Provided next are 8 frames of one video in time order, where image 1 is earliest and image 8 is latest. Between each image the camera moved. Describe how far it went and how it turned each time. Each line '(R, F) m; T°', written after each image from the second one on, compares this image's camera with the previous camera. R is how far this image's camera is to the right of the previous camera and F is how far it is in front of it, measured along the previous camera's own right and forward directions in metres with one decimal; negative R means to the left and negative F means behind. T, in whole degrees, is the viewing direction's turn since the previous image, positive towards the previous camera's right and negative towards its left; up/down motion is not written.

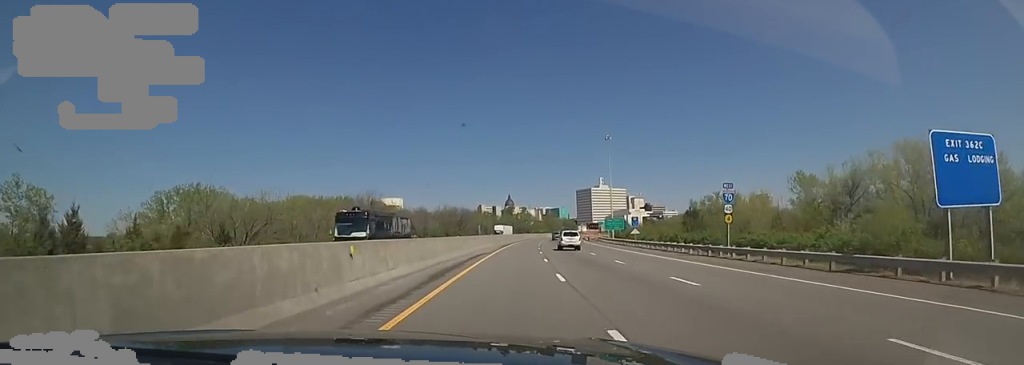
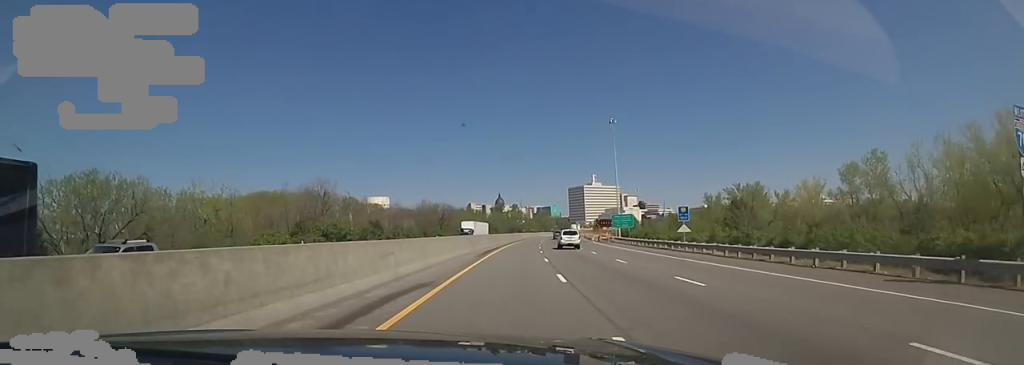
(+1.0, +20.0) m; +2°
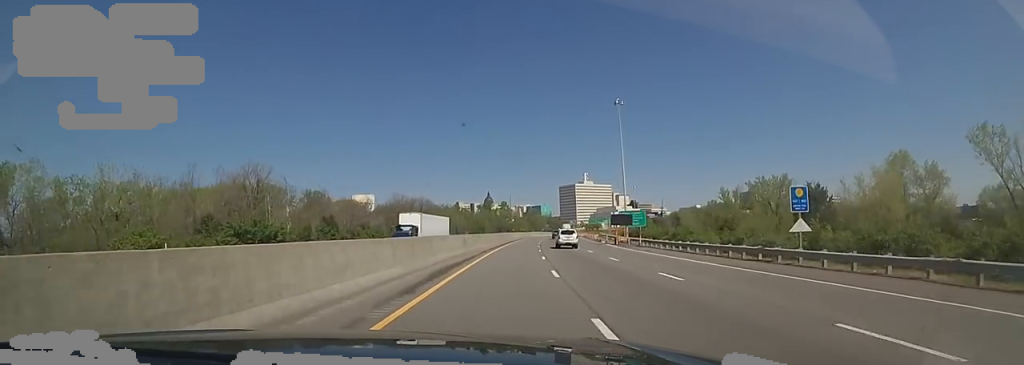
(+0.5, +17.9) m; +2°
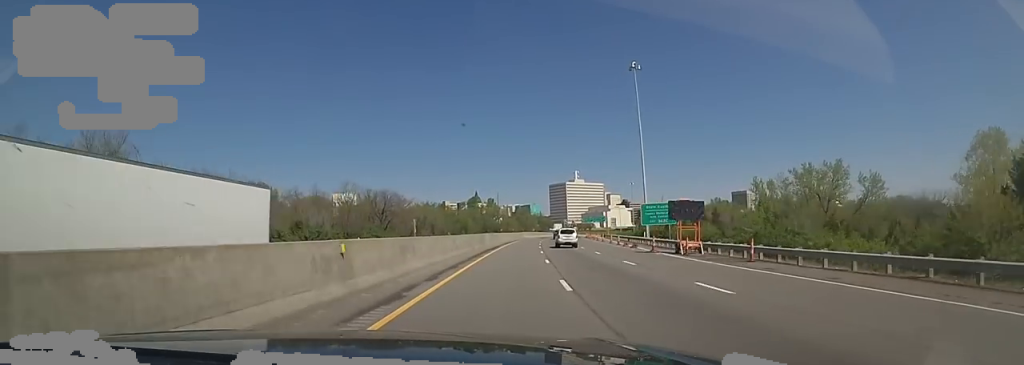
(0.0, +22.7) m; 0°
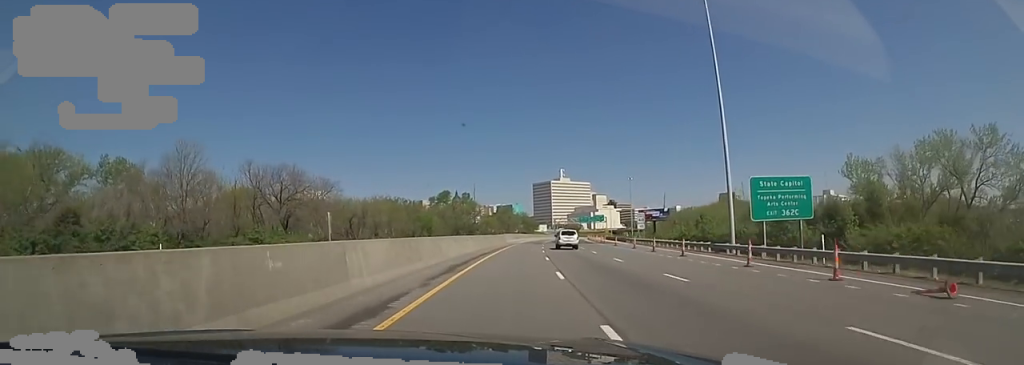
(+0.2, +35.6) m; +2°
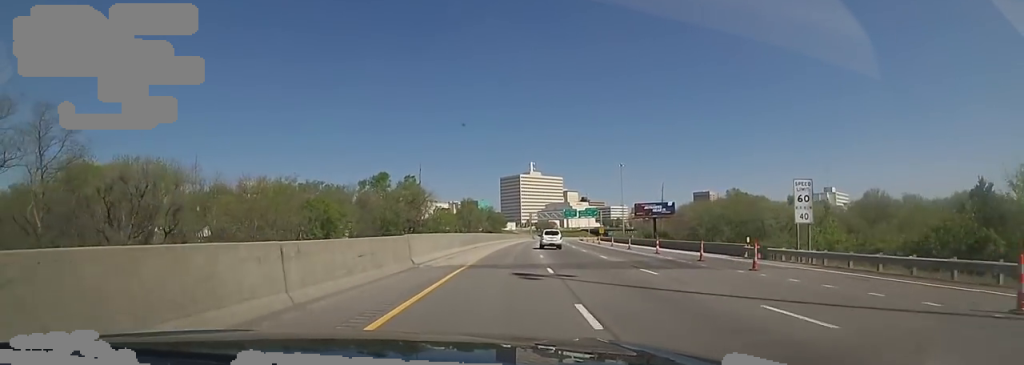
(+2.5, +47.0) m; +5°
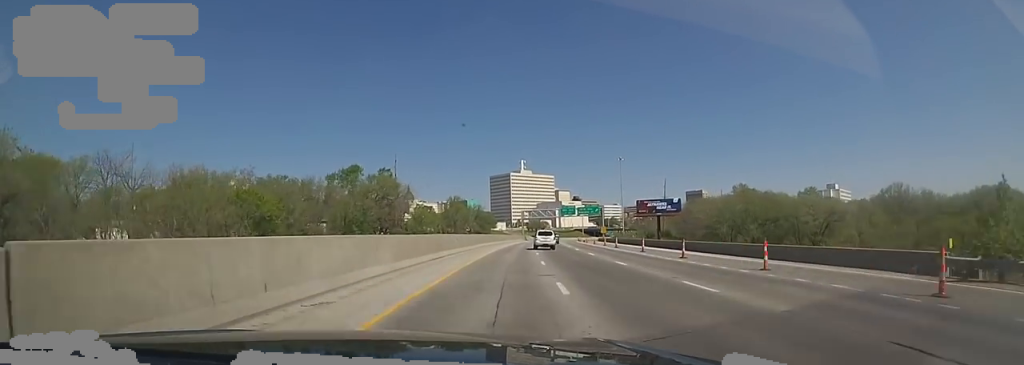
(+0.1, +15.7) m; +1°
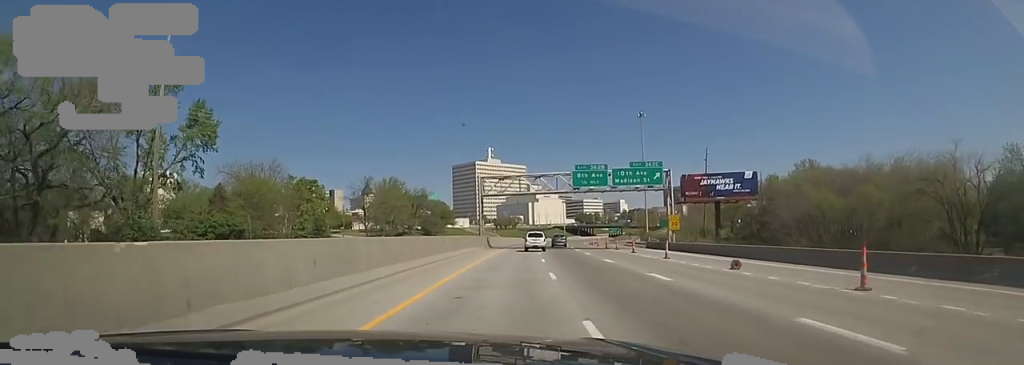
(+3.2, +66.5) m; +4°
